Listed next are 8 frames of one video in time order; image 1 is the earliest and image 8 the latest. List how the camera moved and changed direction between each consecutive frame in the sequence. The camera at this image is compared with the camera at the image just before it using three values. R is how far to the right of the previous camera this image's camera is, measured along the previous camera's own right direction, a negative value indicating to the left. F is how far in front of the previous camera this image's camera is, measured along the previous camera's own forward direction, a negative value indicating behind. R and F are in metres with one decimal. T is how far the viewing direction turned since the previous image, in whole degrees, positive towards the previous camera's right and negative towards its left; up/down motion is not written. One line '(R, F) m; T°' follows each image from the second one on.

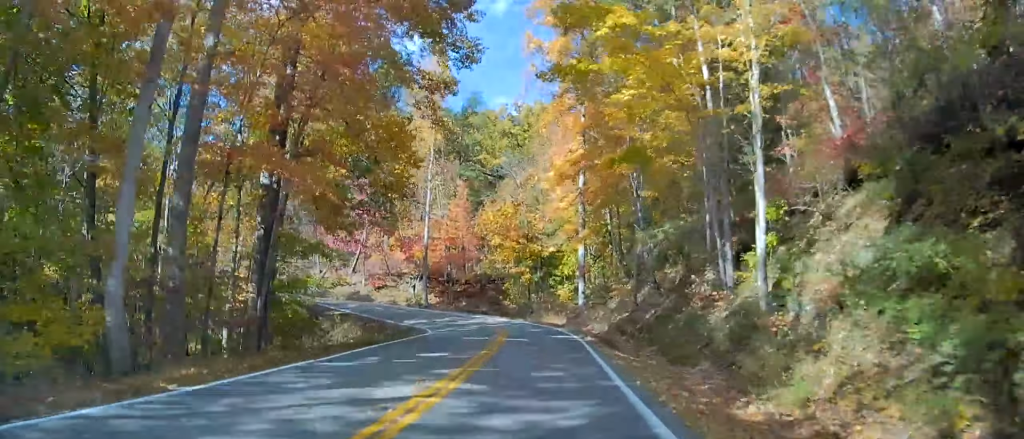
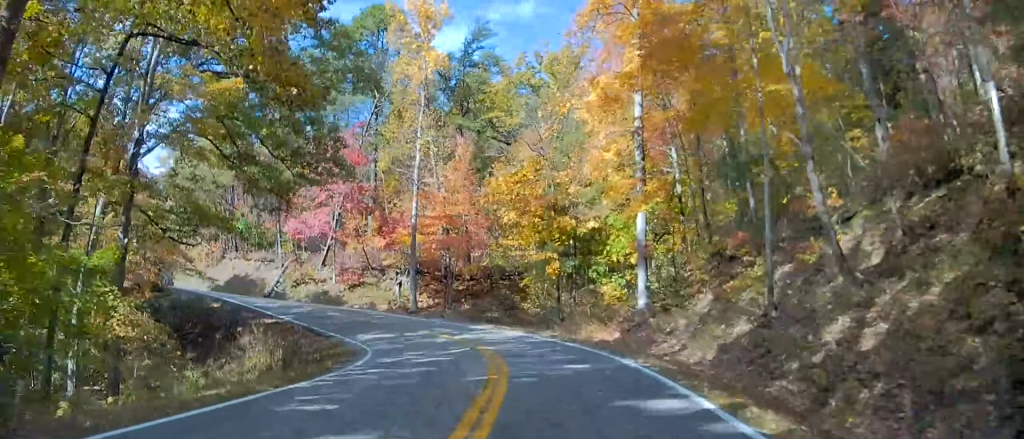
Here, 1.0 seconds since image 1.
(-0.4, +16.7) m; -4°
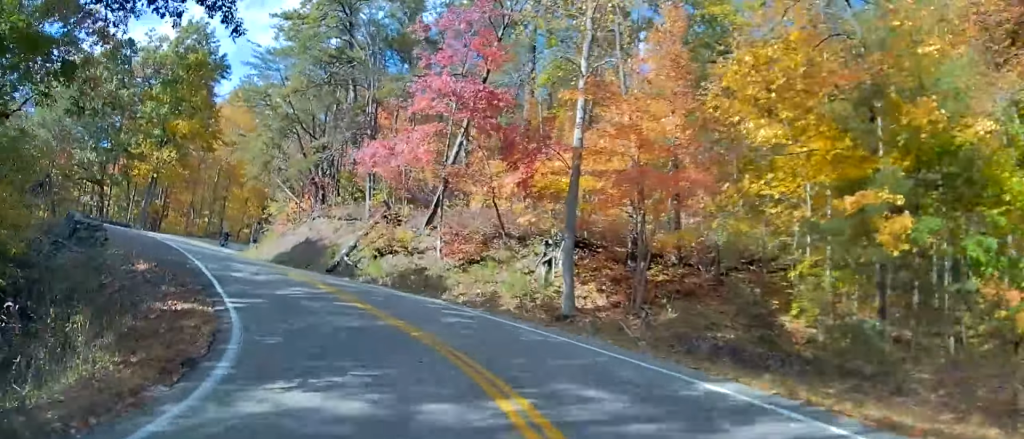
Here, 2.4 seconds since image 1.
(-1.6, +21.4) m; -17°
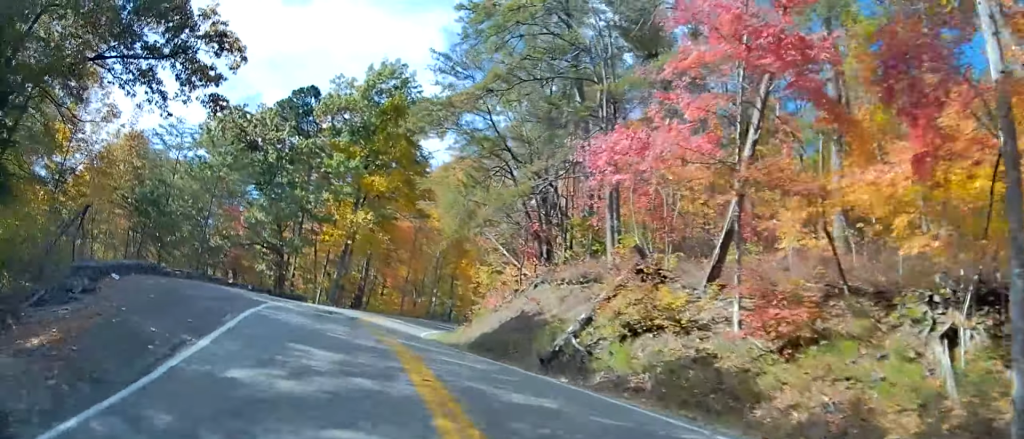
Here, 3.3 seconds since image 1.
(-2.3, +13.3) m; -16°
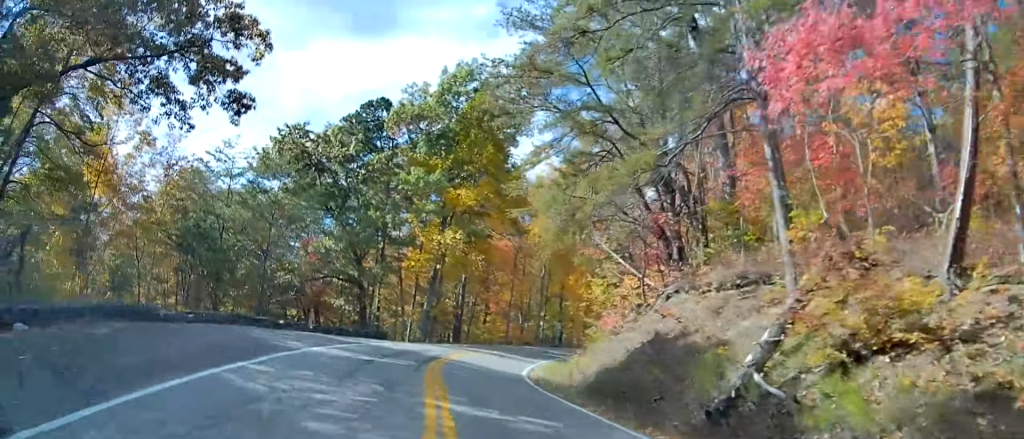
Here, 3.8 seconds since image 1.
(-0.7, +7.5) m; -6°
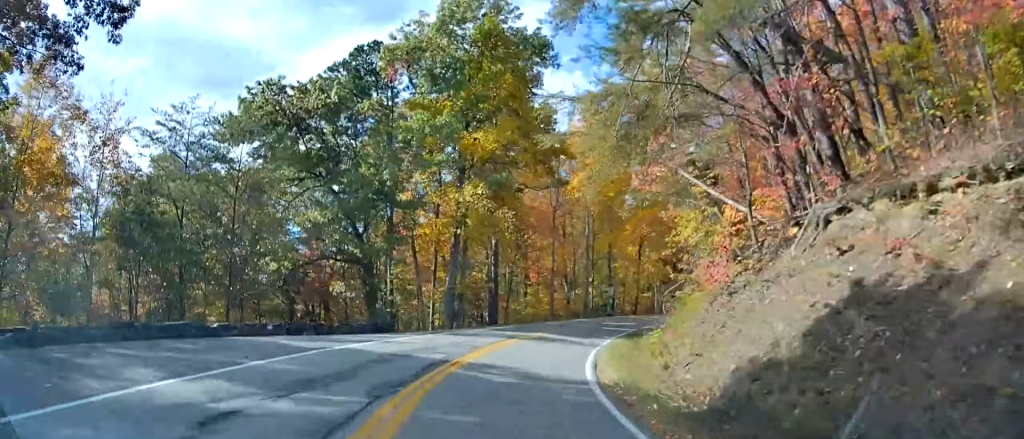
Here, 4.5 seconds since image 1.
(-1.0, +10.1) m; -5°
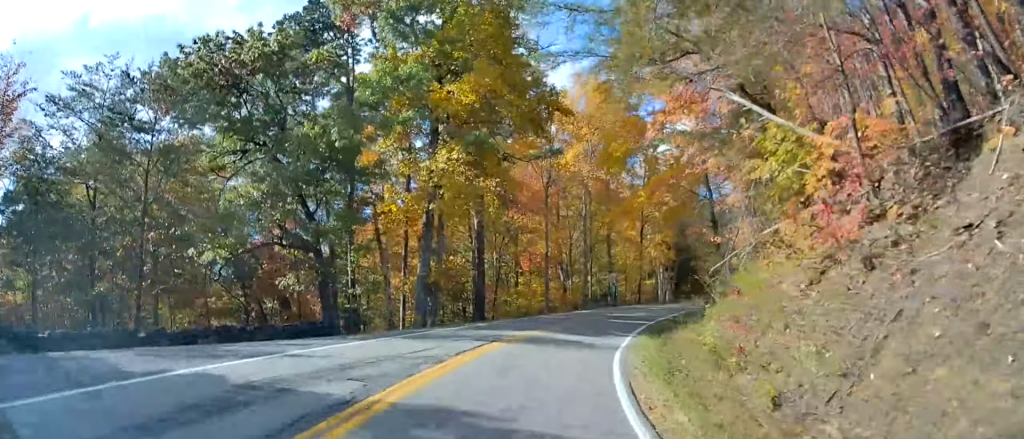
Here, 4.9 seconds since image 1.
(0.0, +7.5) m; +1°
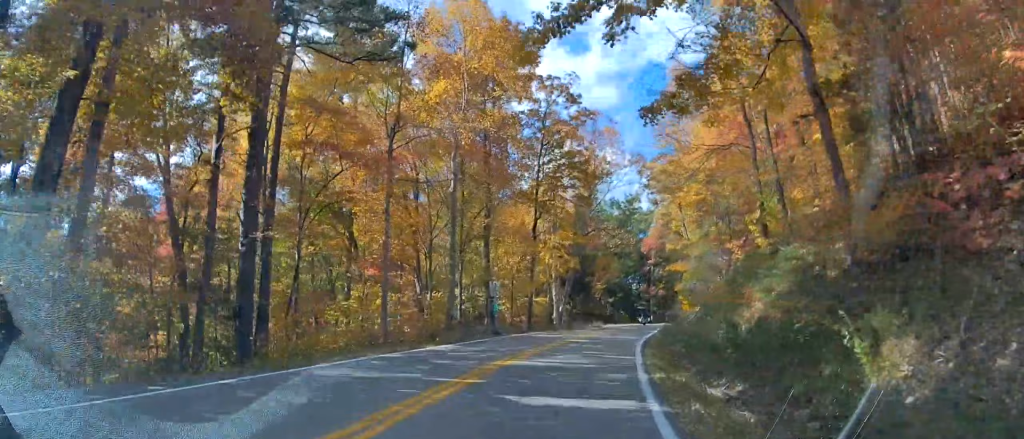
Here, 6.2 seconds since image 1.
(+0.5, +20.6) m; +4°
